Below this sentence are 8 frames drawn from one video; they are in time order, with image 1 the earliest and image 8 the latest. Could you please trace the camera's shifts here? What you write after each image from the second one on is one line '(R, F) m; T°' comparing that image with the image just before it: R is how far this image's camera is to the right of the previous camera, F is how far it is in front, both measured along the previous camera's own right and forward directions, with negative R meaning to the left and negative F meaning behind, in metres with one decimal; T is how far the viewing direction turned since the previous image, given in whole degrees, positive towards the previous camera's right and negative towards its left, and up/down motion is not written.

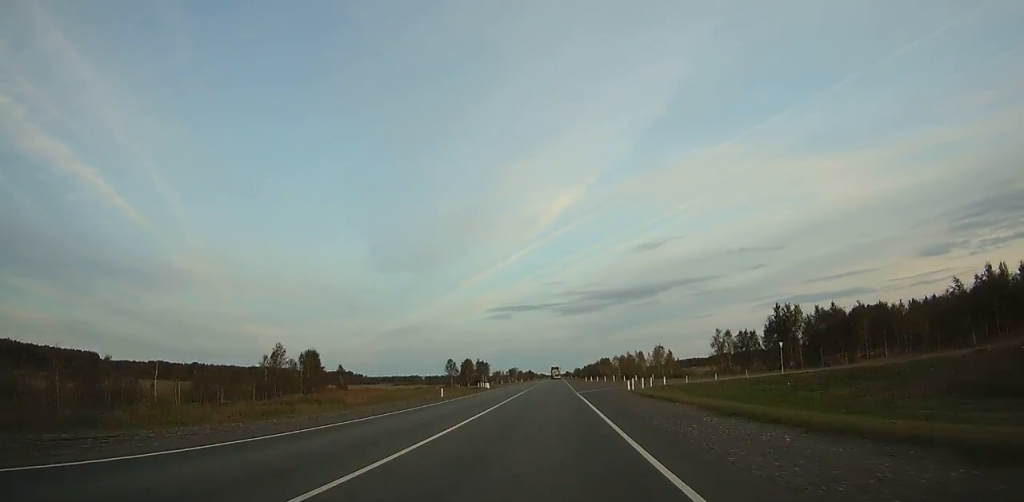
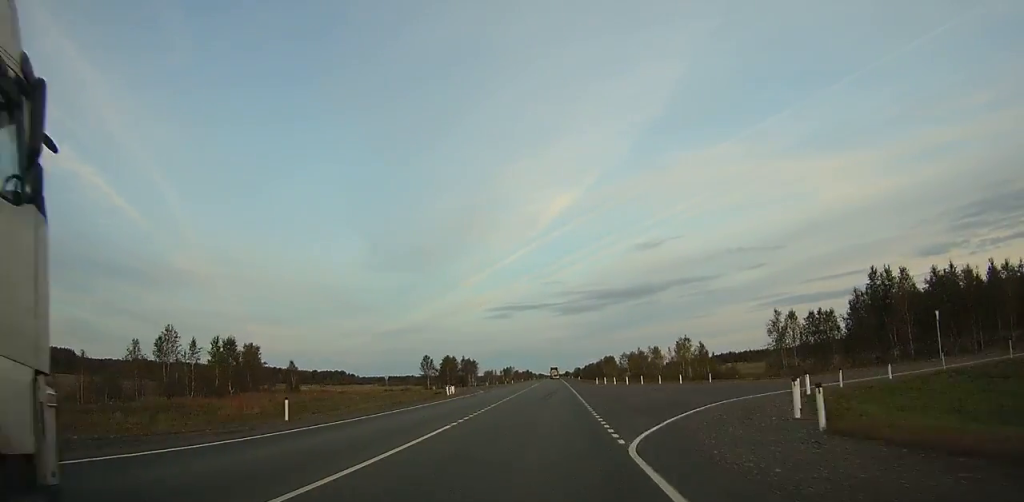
(0.0, +29.3) m; 0°
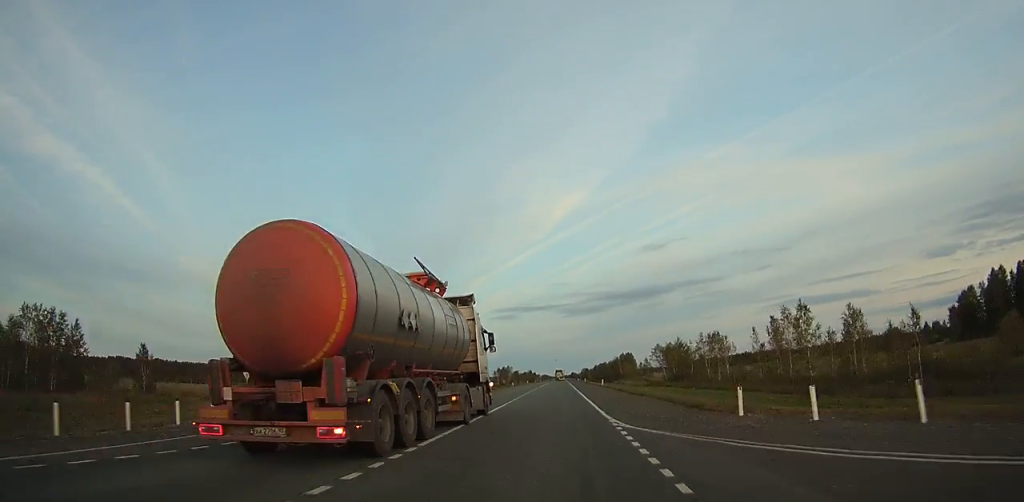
(-0.2, +50.3) m; 0°
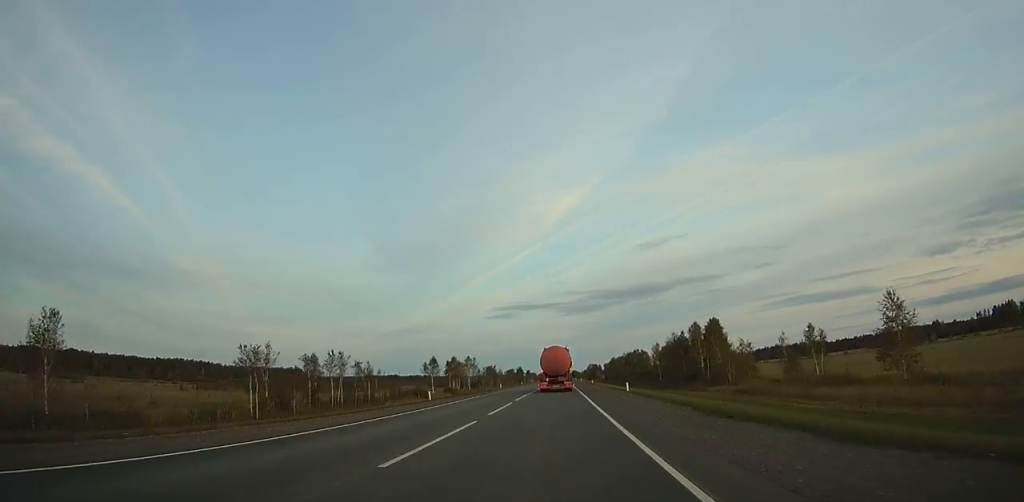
(-0.5, +125.6) m; 0°
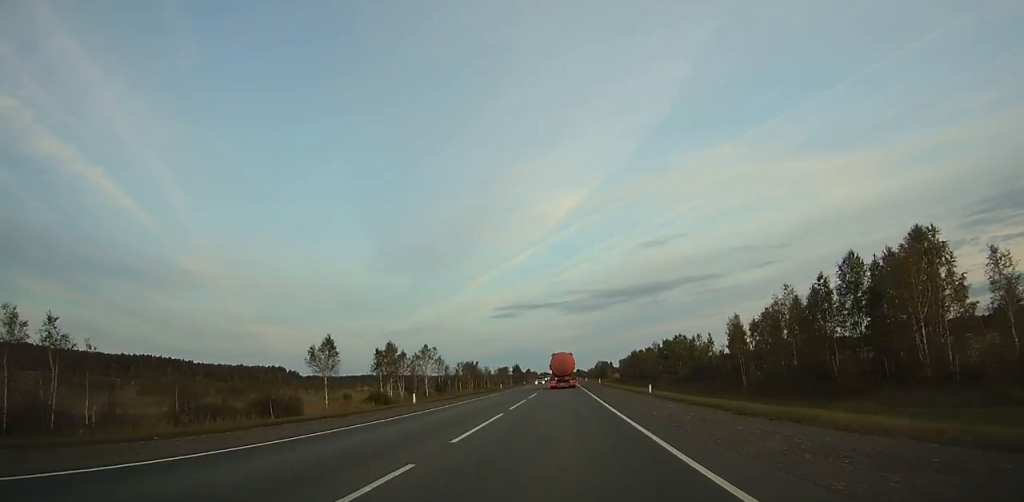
(-0.1, +57.2) m; 0°
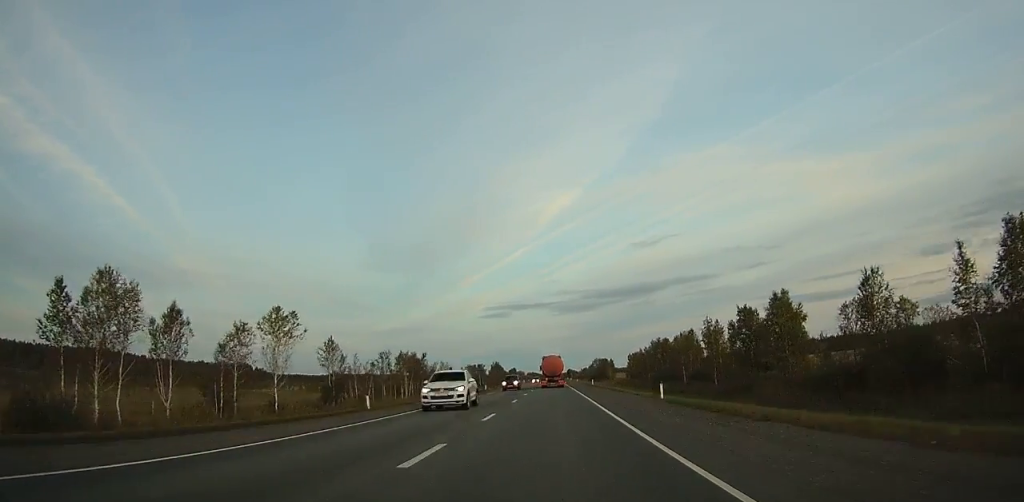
(-0.1, +56.5) m; 0°
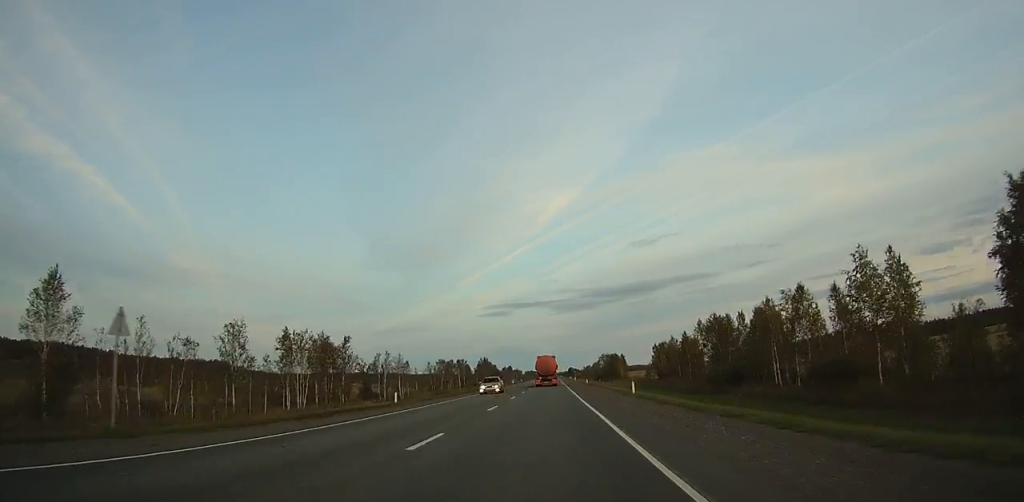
(+0.3, +43.2) m; 0°
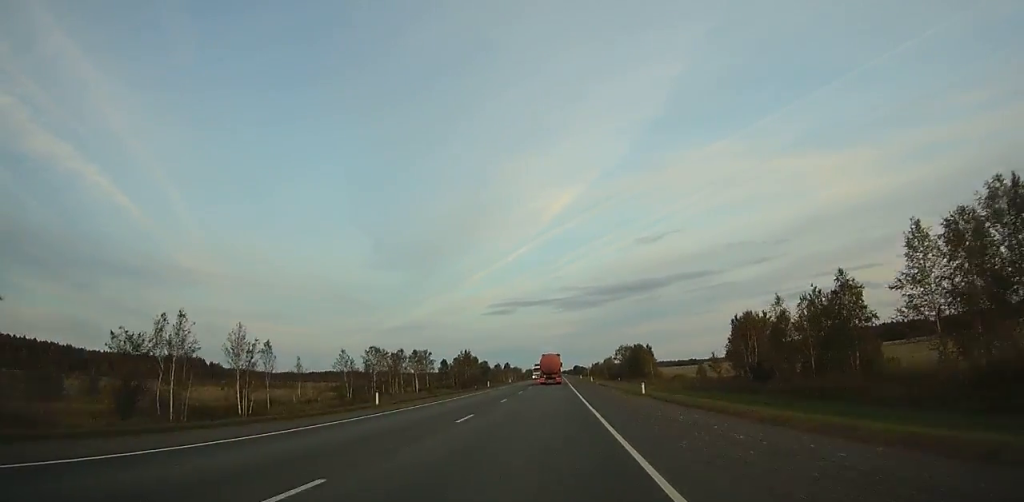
(+0.1, +52.0) m; 0°
